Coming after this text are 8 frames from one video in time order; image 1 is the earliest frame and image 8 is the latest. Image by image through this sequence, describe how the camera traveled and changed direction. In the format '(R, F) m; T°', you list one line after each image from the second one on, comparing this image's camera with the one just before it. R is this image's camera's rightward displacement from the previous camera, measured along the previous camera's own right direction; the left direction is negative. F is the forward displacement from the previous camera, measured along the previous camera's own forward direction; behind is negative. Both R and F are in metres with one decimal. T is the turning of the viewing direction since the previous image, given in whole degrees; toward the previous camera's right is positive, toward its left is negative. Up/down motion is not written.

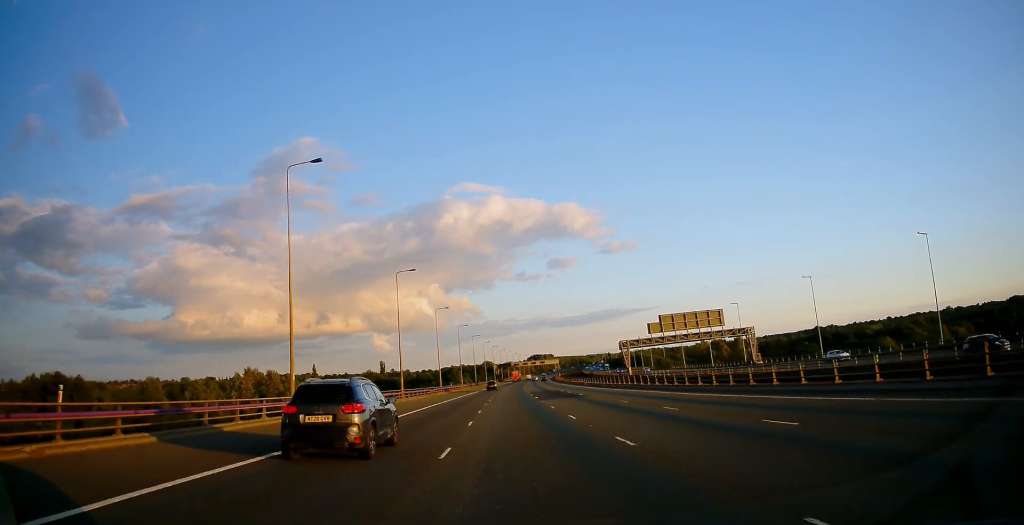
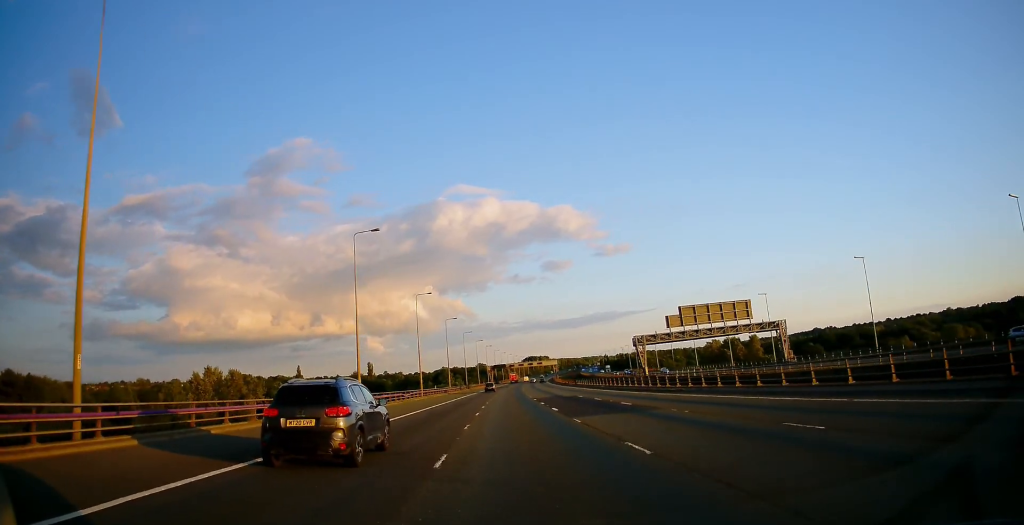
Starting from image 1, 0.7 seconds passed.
(+0.2, +19.5) m; 0°
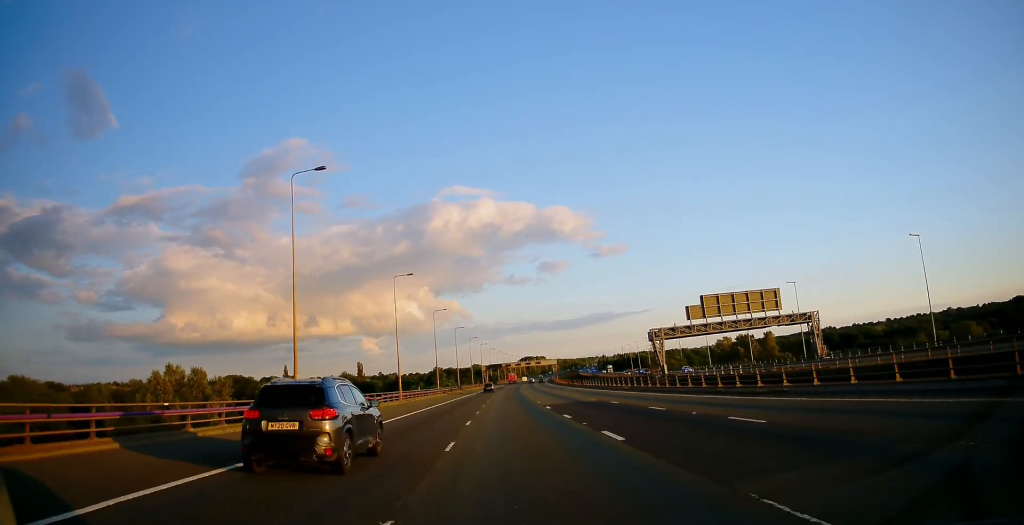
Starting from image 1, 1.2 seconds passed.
(0.0, +15.2) m; 0°
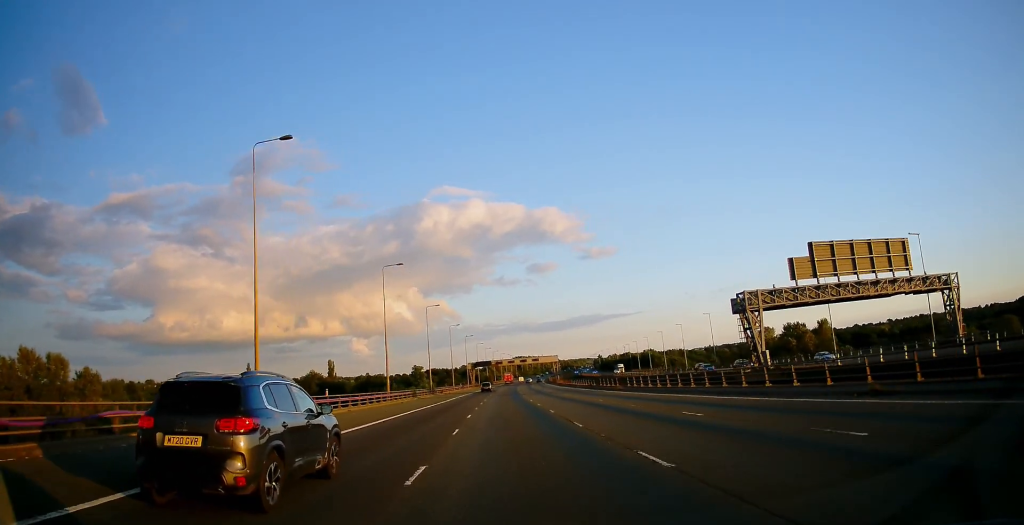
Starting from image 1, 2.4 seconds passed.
(+0.3, +39.8) m; +1°
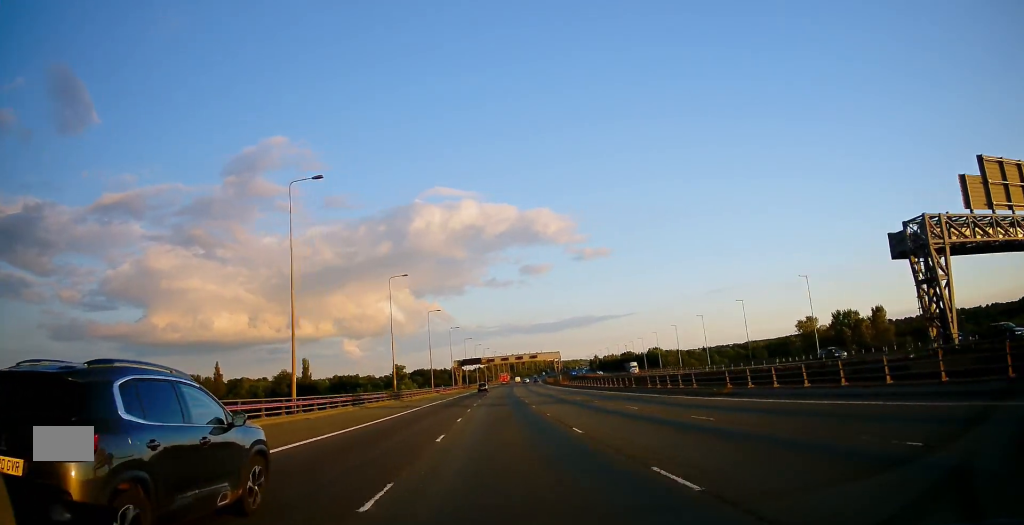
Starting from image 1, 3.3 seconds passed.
(+0.3, +28.5) m; +1°
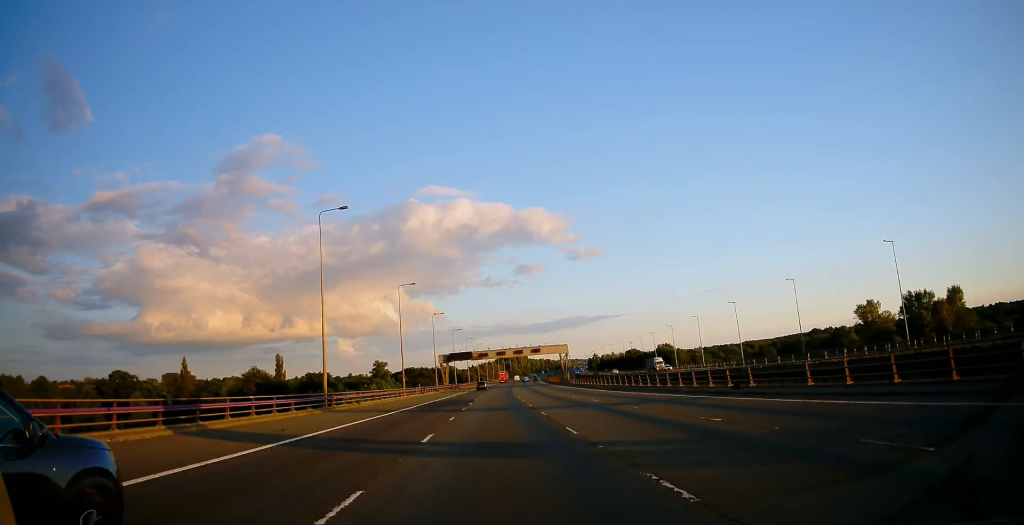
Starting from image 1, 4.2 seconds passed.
(+0.2, +27.7) m; +1°
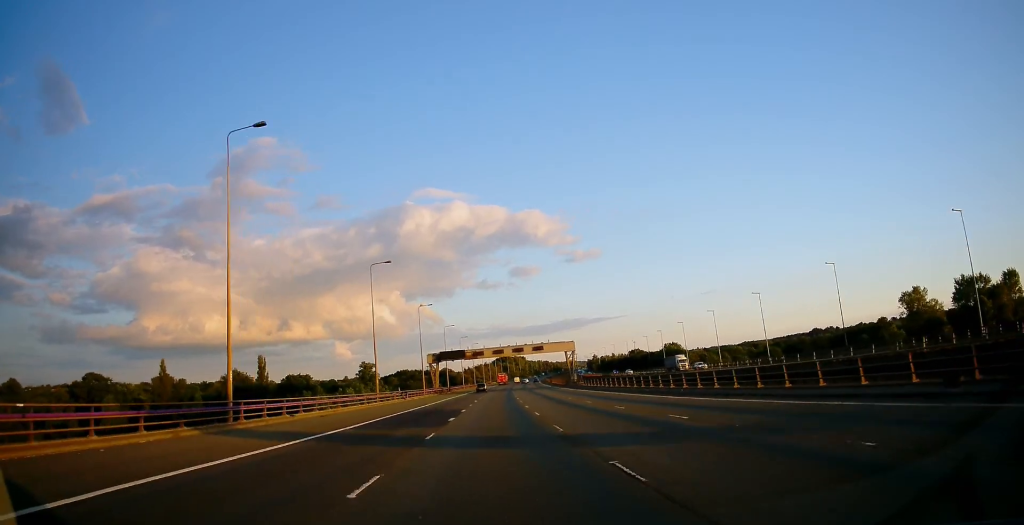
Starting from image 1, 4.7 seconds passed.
(0.0, +16.6) m; 0°
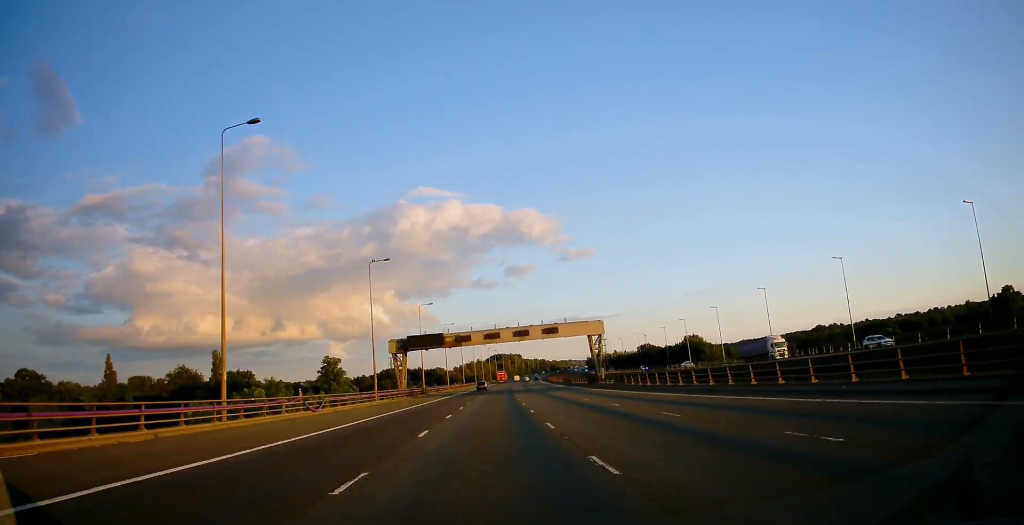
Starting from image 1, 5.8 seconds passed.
(+0.3, +35.7) m; +1°
